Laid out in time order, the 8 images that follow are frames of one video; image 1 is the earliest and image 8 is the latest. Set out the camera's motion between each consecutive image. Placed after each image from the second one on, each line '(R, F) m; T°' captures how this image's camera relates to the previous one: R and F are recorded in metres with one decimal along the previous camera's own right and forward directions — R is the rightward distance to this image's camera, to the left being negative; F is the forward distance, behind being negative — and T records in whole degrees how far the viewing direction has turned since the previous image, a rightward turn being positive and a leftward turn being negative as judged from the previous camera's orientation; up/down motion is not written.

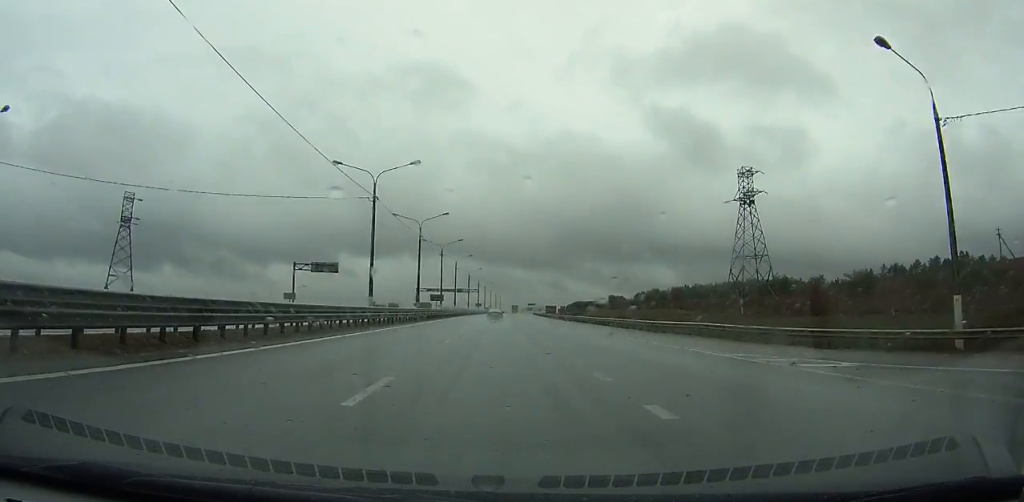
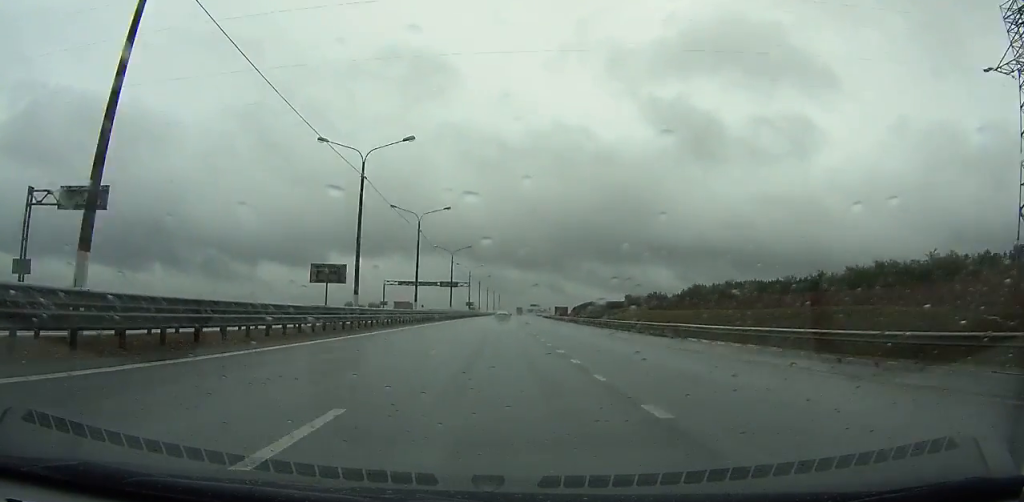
(+0.1, +52.1) m; 0°
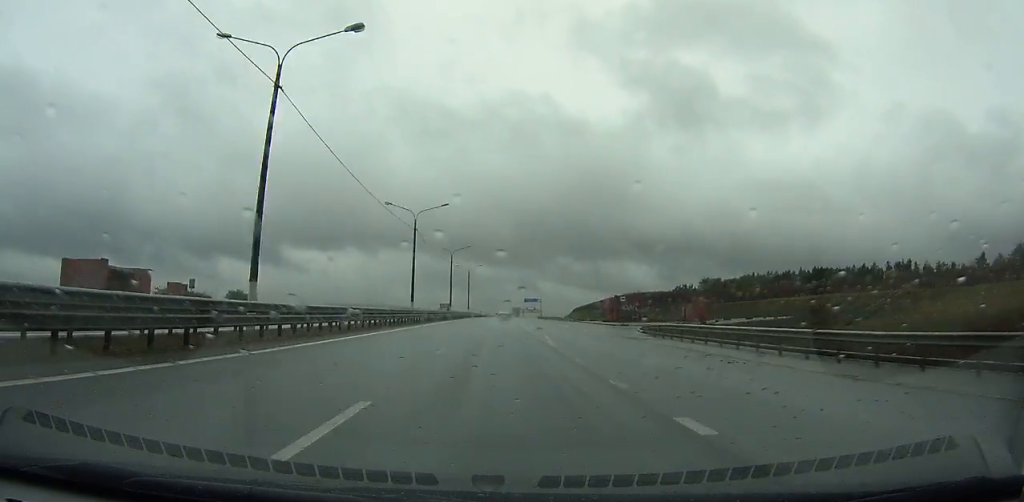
(+1.3, +143.9) m; +1°
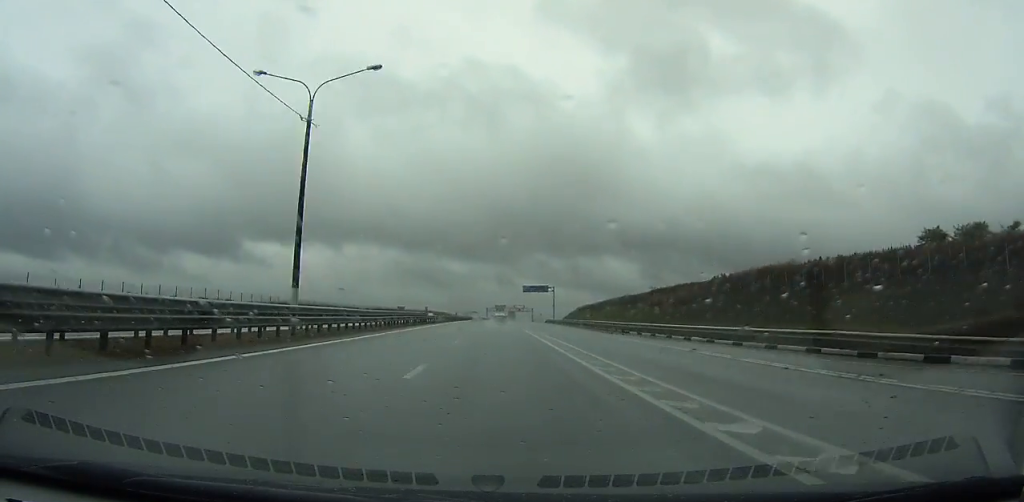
(+1.3, +101.4) m; +1°
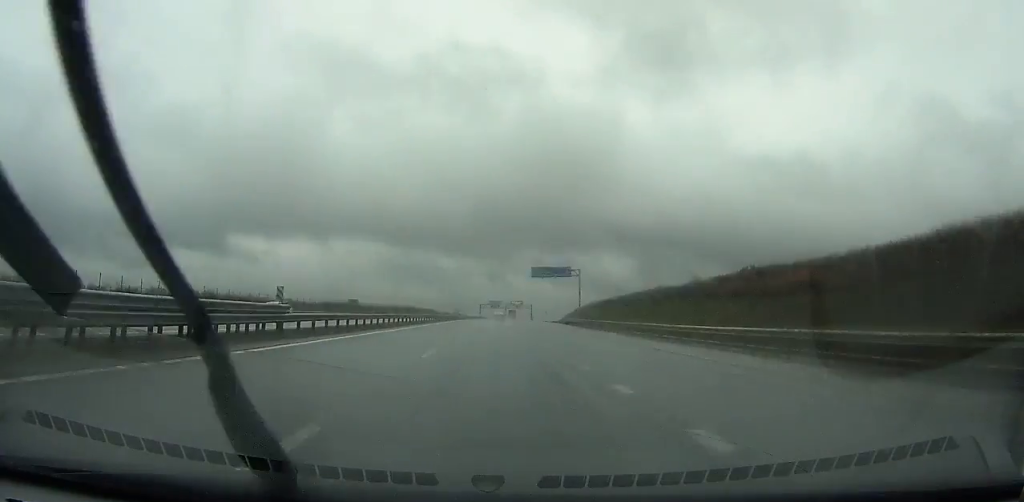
(+0.3, +43.0) m; +1°
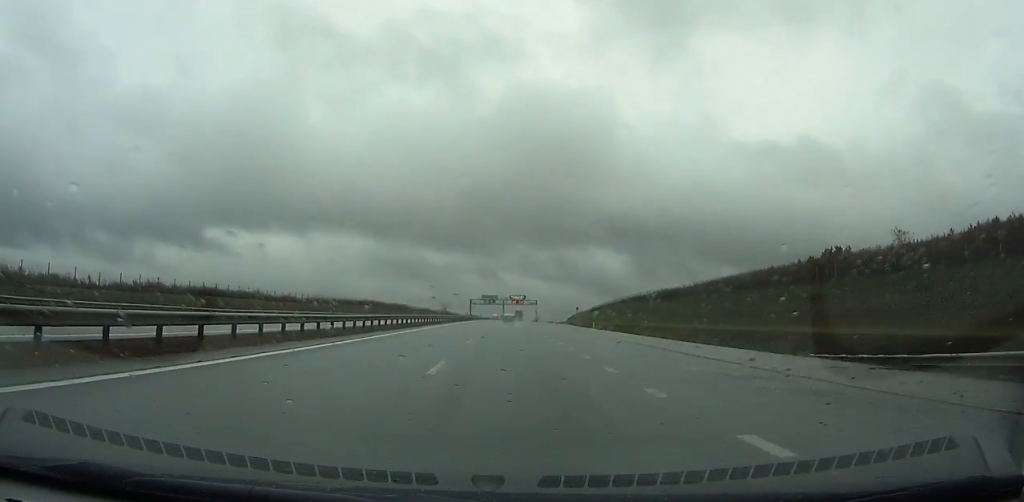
(+0.6, +76.0) m; +1°
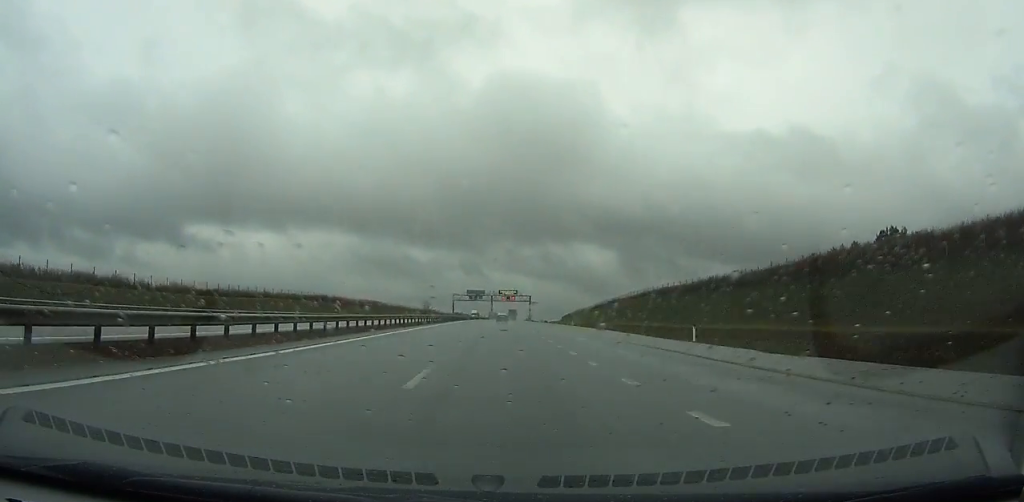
(+0.2, +38.2) m; 0°
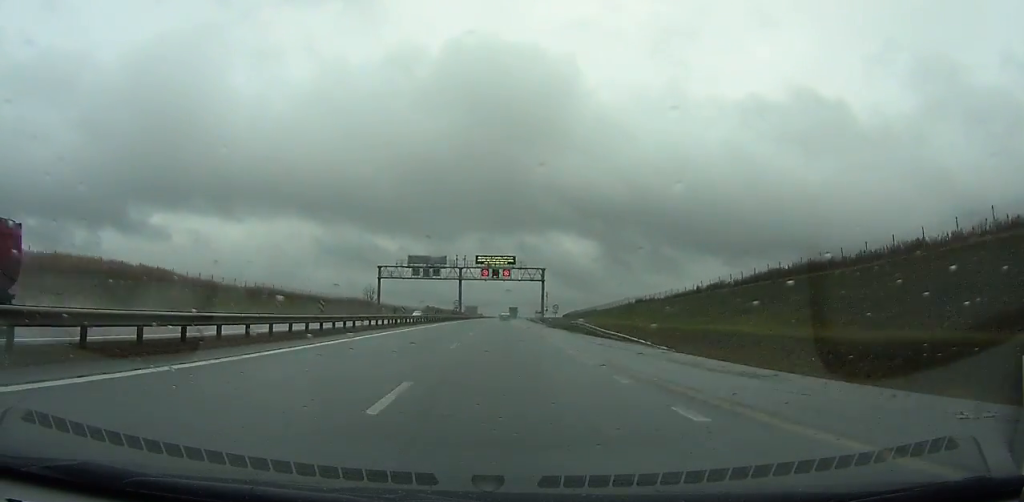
(+1.7, +121.8) m; +2°
